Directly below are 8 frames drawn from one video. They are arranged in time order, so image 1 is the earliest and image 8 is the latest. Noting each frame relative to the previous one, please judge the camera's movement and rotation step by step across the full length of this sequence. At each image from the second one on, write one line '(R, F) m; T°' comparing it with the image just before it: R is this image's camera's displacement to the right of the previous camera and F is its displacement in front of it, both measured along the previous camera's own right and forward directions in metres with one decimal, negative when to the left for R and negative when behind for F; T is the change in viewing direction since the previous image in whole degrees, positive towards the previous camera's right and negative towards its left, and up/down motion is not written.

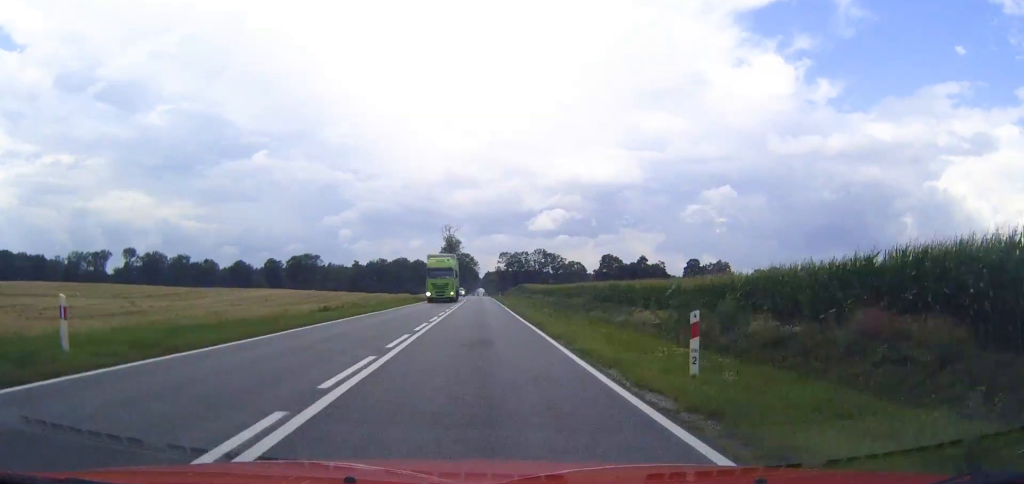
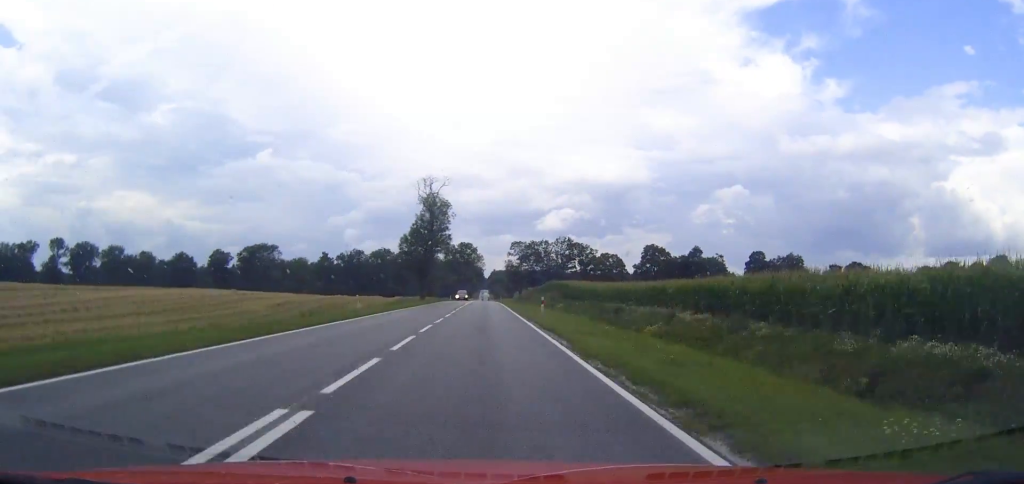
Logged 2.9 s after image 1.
(-0.1, +71.8) m; 0°
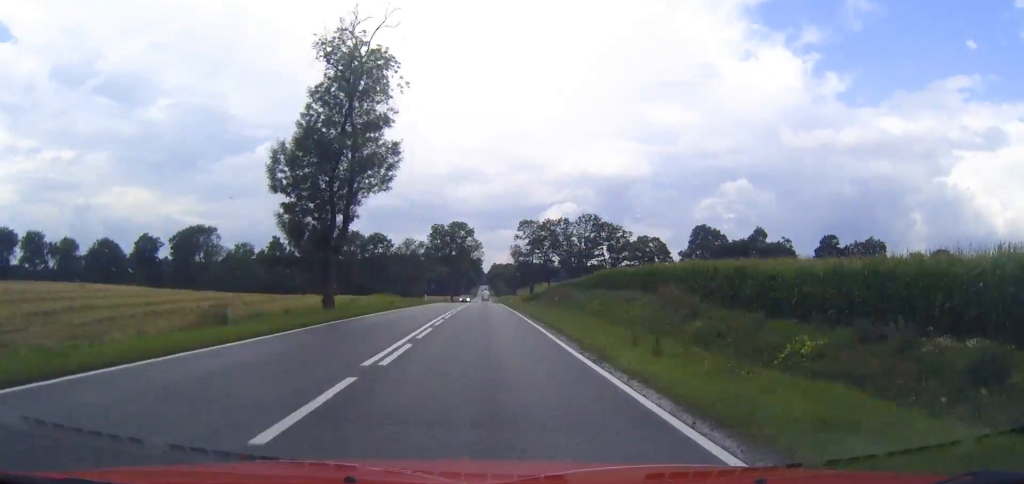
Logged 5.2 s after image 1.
(0.0, +56.9) m; 0°
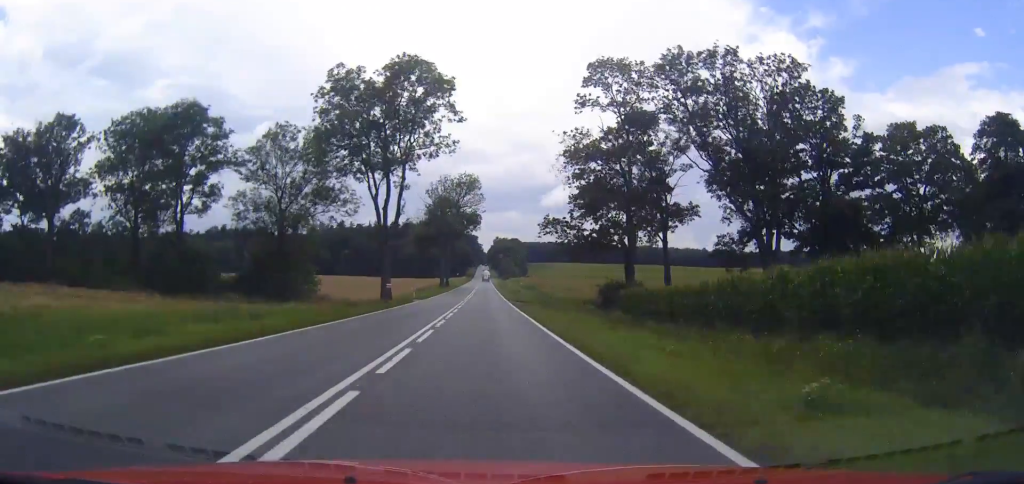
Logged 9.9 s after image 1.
(+0.1, +116.1) m; 0°
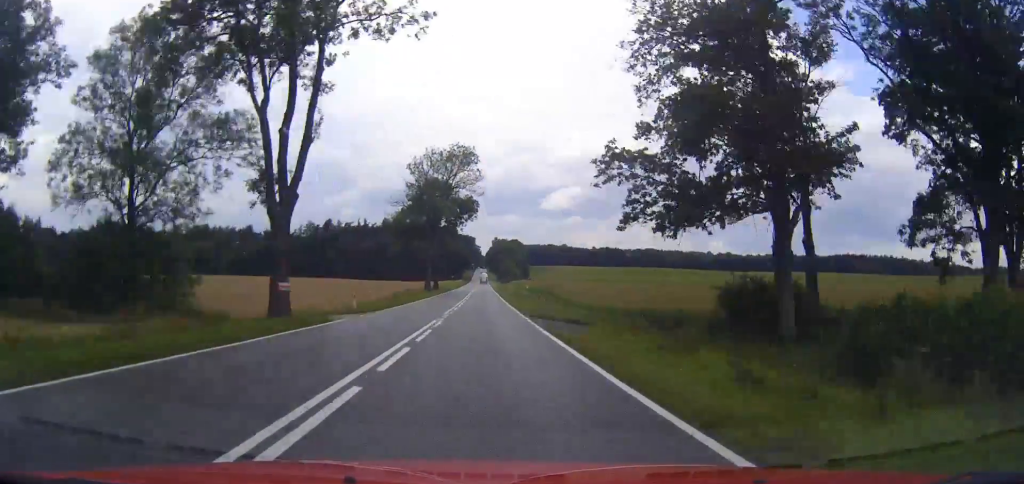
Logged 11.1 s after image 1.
(0.0, +29.6) m; 0°
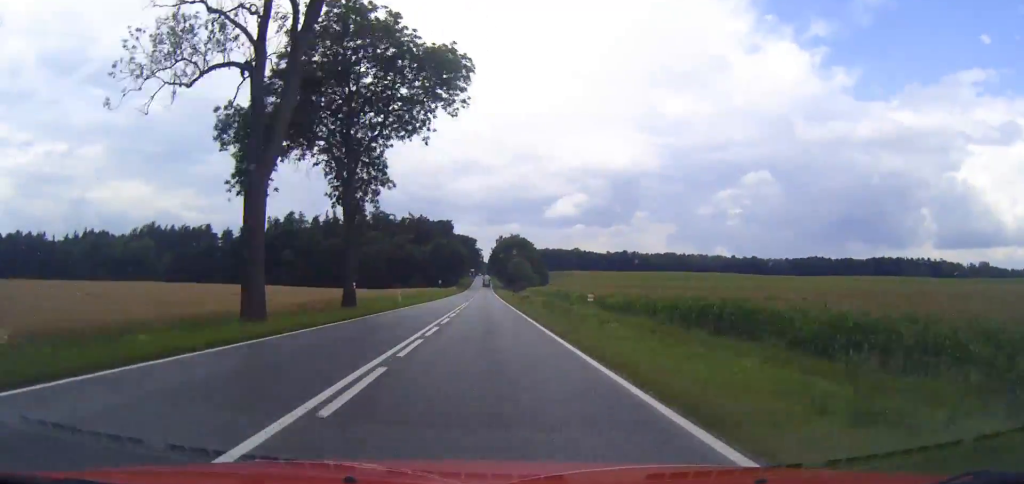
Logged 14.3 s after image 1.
(-0.1, +79.1) m; 0°
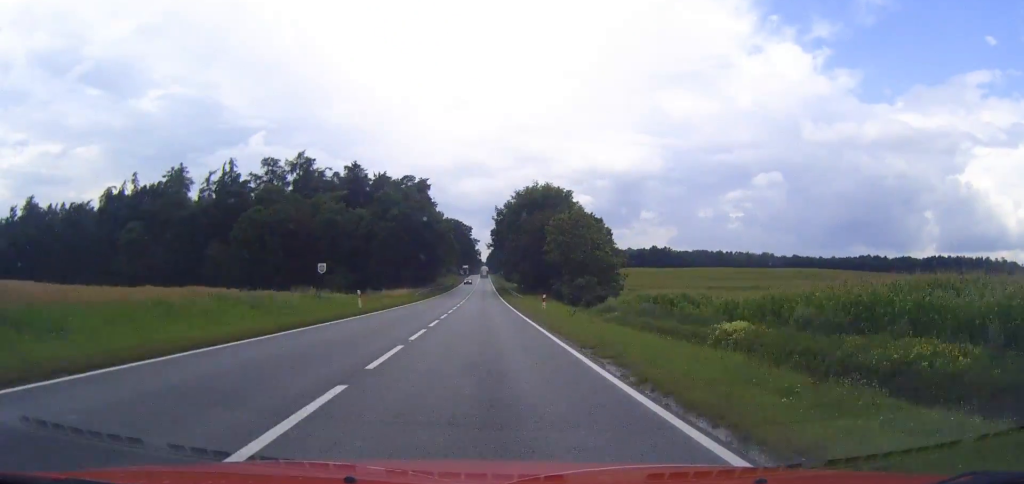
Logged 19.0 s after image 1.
(+0.1, +115.6) m; 0°
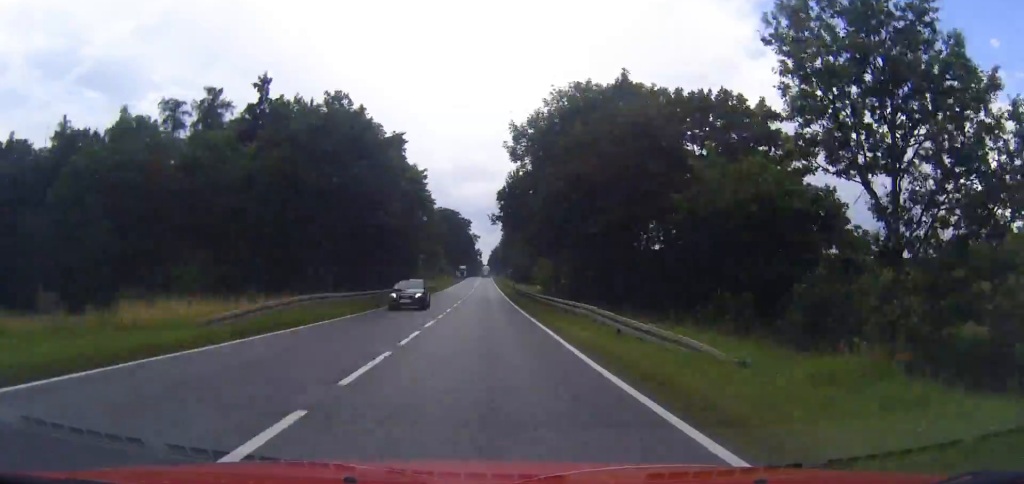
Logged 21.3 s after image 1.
(0.0, +56.4) m; 0°
